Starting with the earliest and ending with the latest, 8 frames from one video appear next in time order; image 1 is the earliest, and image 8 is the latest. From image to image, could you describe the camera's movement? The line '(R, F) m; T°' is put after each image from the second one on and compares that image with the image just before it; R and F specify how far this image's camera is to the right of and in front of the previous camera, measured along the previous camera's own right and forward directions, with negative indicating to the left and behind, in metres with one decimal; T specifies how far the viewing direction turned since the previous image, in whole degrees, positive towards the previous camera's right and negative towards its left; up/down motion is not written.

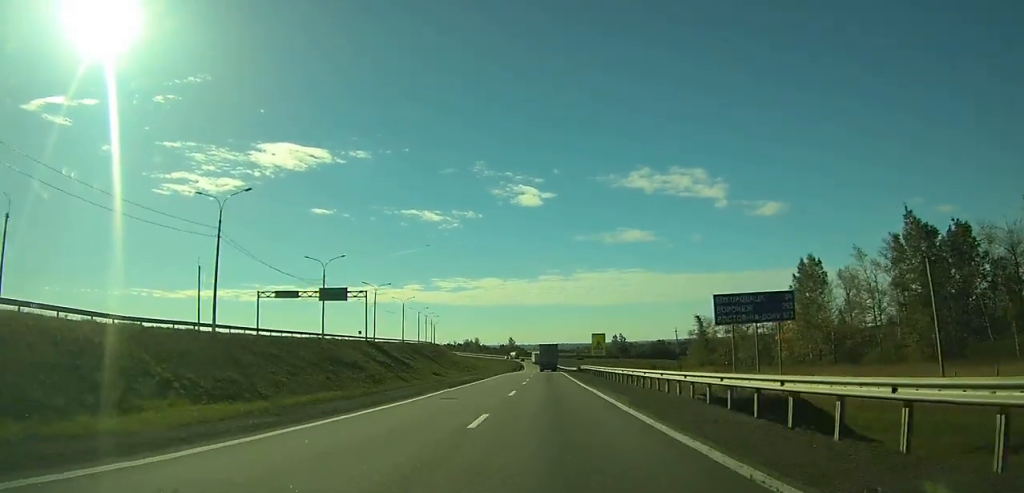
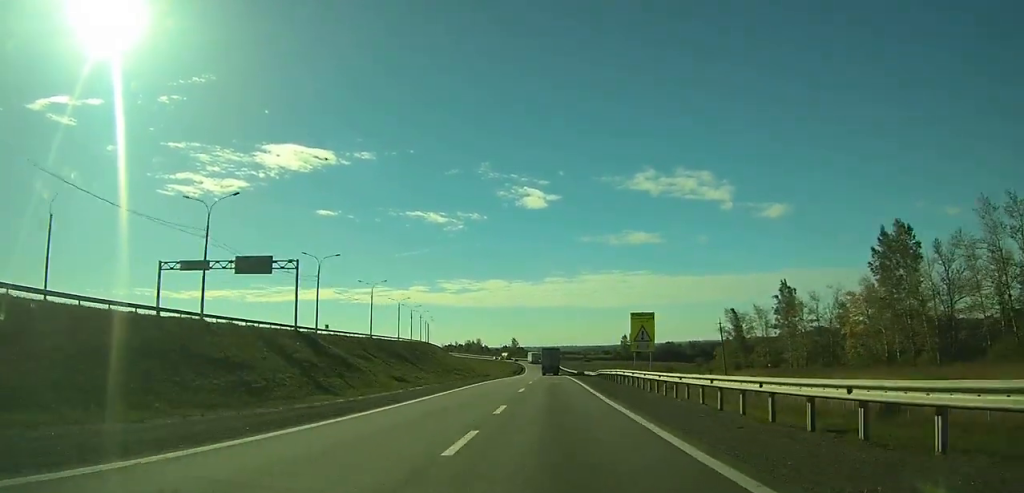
(0.0, +26.9) m; 0°
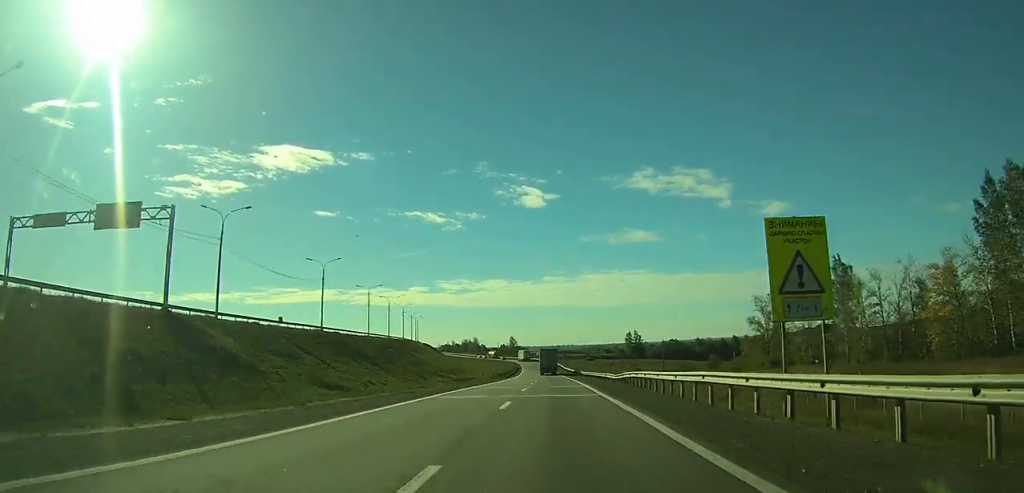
(0.0, +22.7) m; 0°
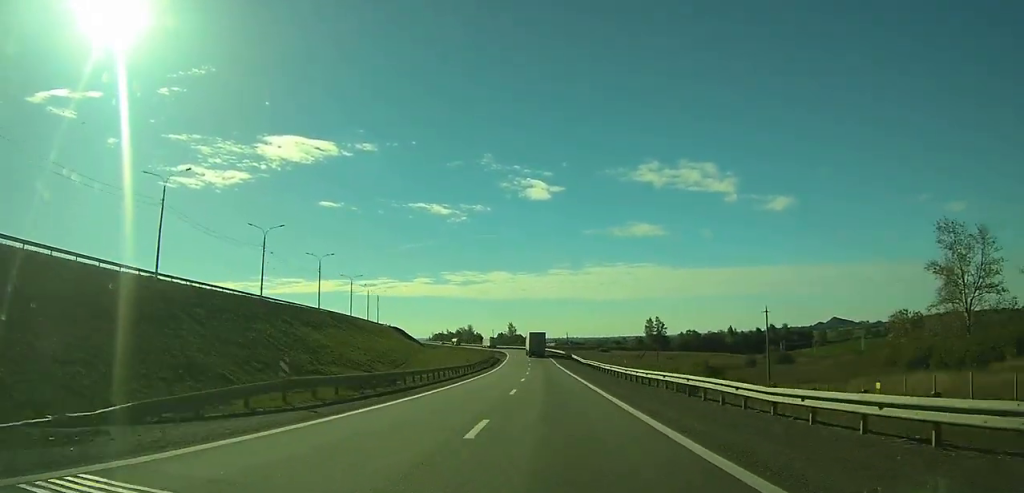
(-0.1, +65.9) m; 0°
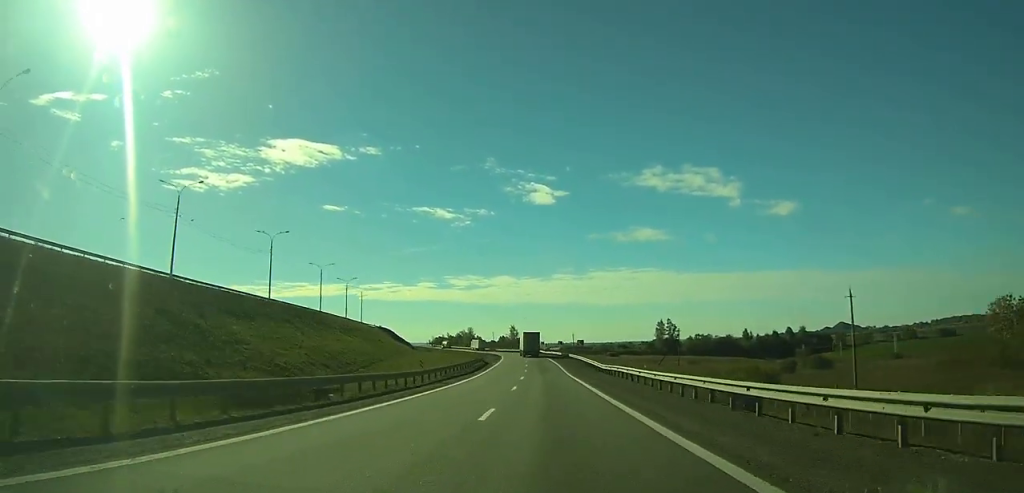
(+0.1, +20.8) m; 0°
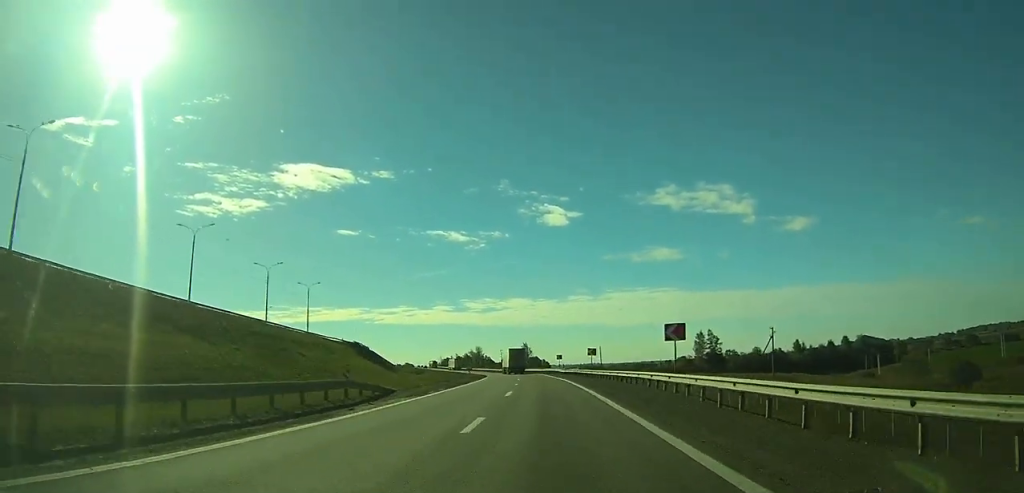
(-0.5, +48.9) m; -2°
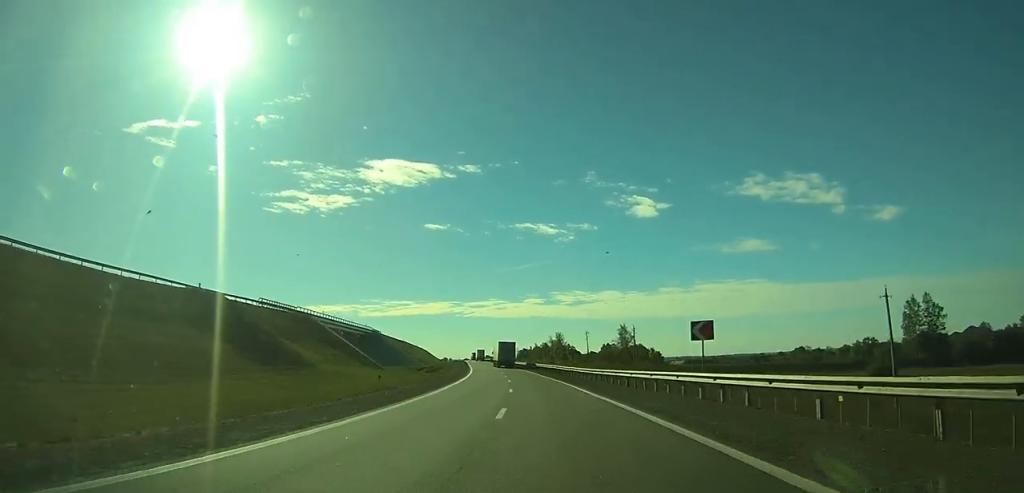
(-5.8, +105.1) m; -8°
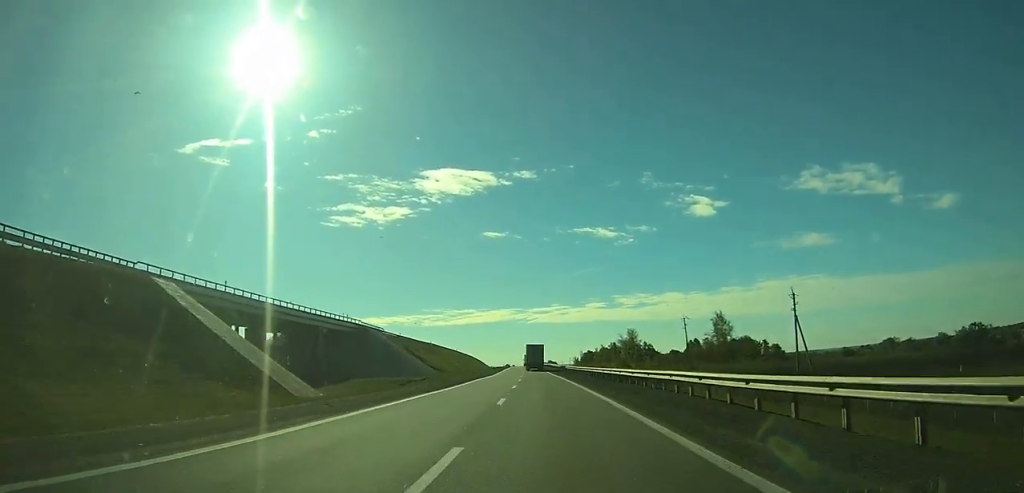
(-2.9, +57.1) m; -5°
